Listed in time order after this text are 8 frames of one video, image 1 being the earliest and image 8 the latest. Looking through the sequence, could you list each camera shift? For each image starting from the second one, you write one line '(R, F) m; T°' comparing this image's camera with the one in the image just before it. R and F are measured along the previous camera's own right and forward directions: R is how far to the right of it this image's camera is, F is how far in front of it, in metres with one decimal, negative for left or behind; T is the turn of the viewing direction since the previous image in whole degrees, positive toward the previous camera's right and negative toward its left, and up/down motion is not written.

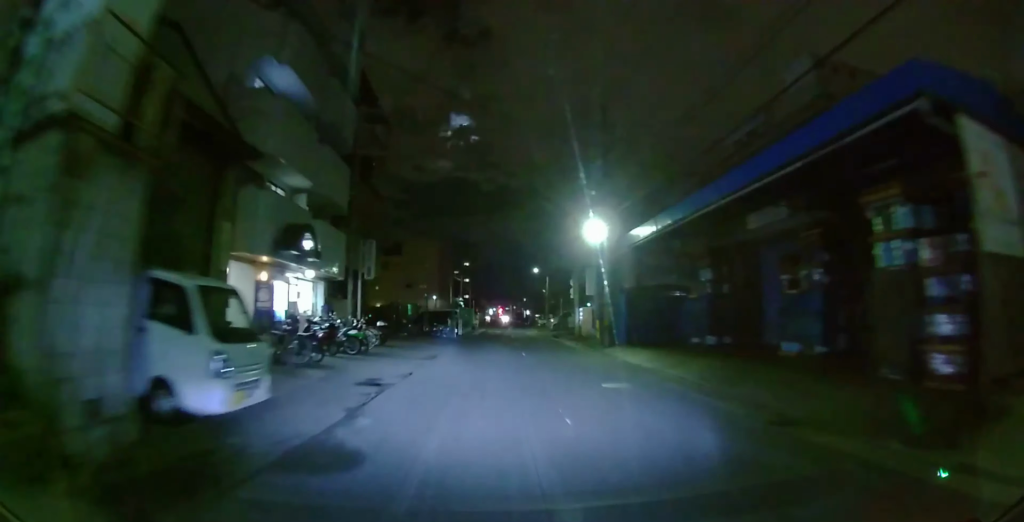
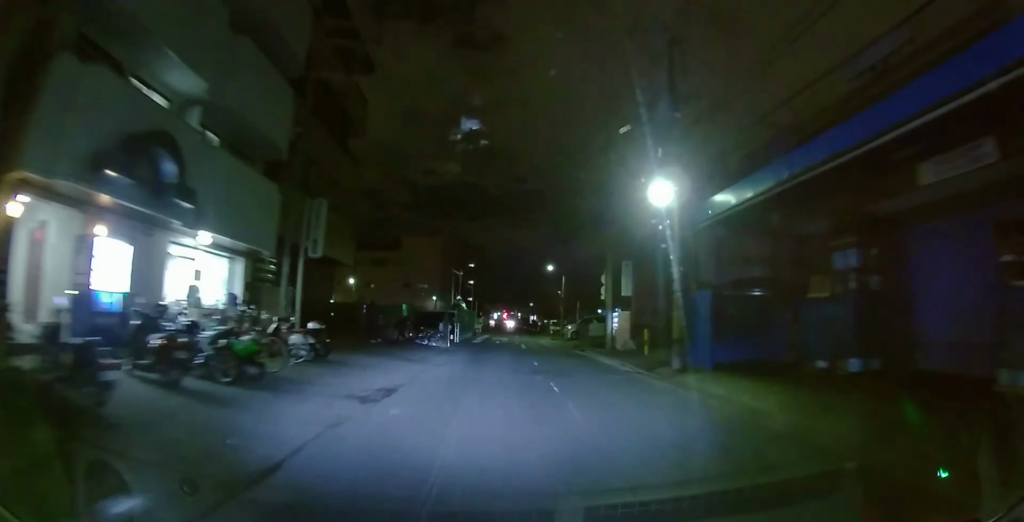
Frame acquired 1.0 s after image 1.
(0.0, +8.3) m; 0°
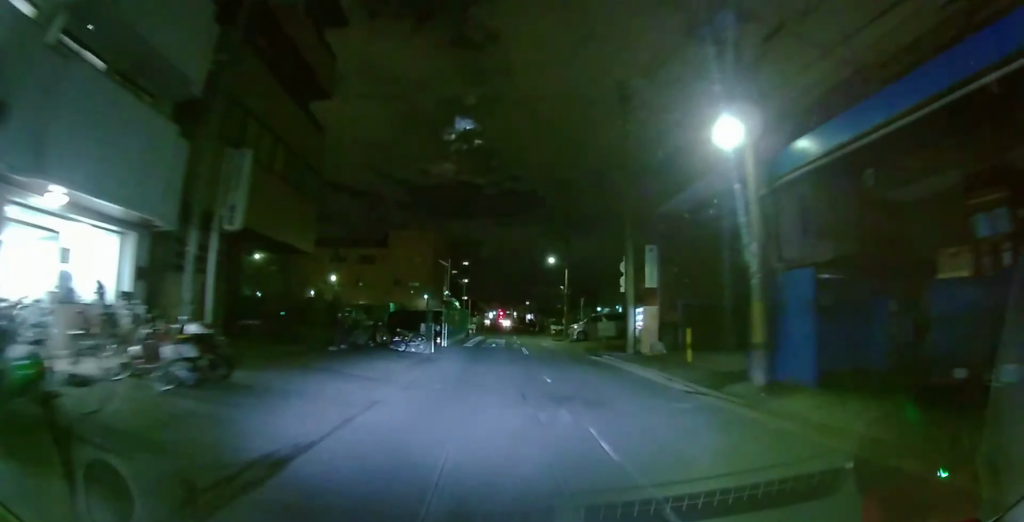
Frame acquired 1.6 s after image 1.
(-0.1, +5.3) m; 0°
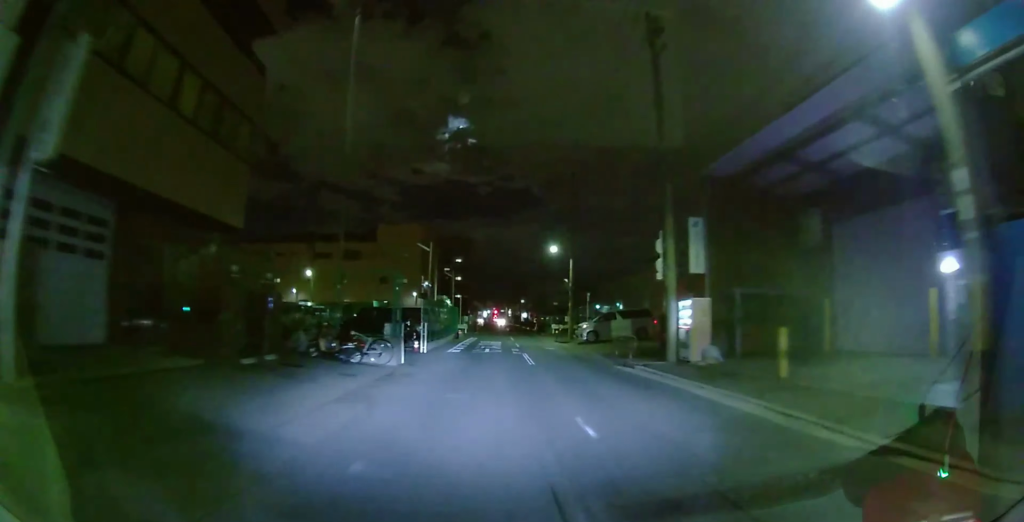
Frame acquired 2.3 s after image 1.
(+0.1, +5.7) m; +1°
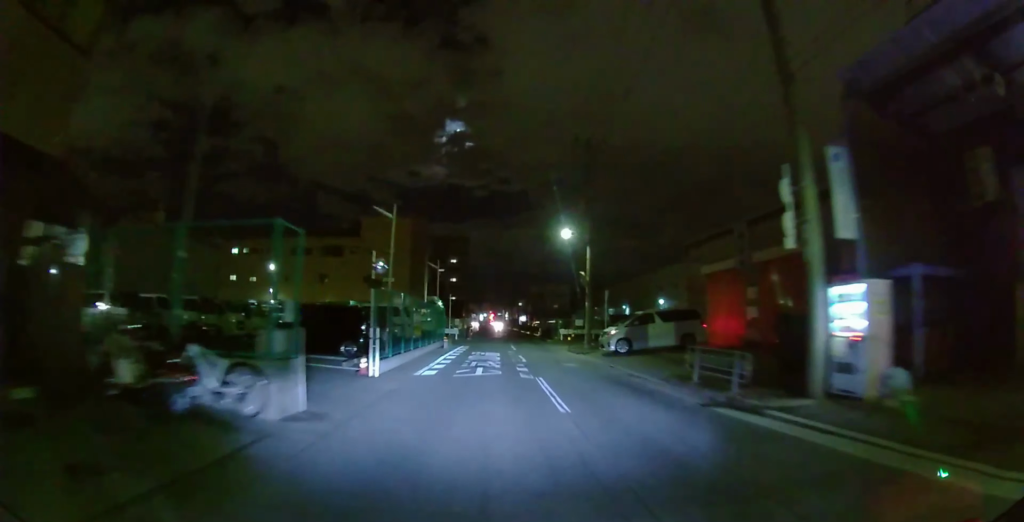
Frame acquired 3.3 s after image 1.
(0.0, +7.7) m; 0°
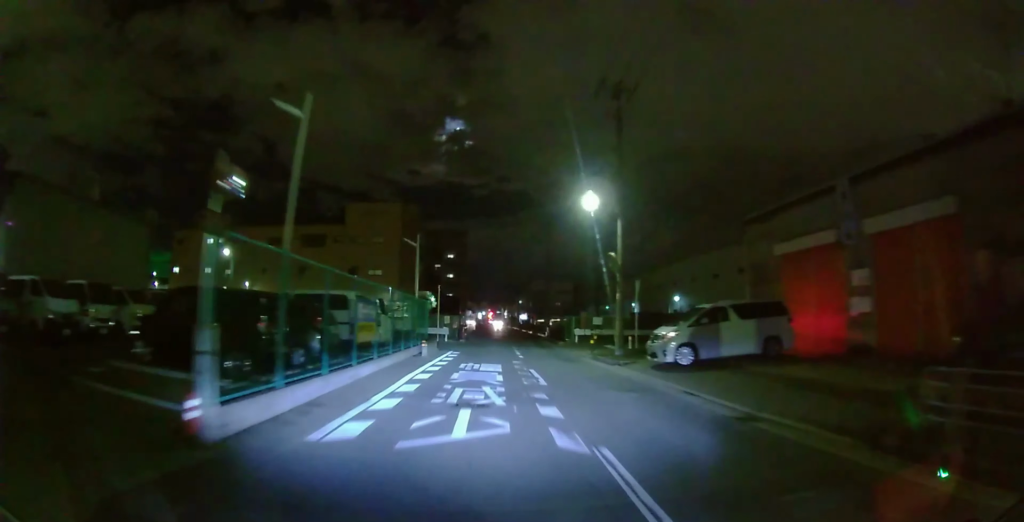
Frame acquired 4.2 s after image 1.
(0.0, +7.6) m; +1°
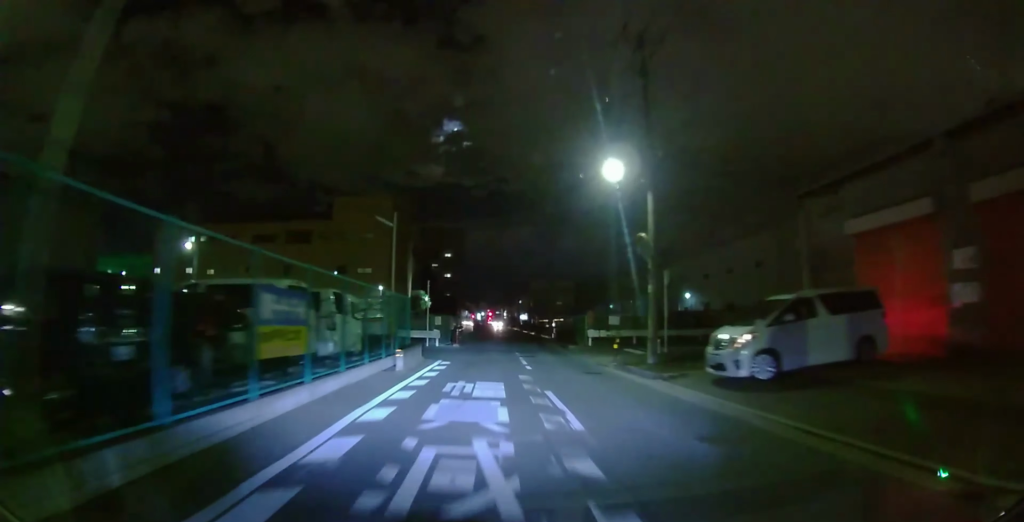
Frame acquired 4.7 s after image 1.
(0.0, +4.6) m; +1°
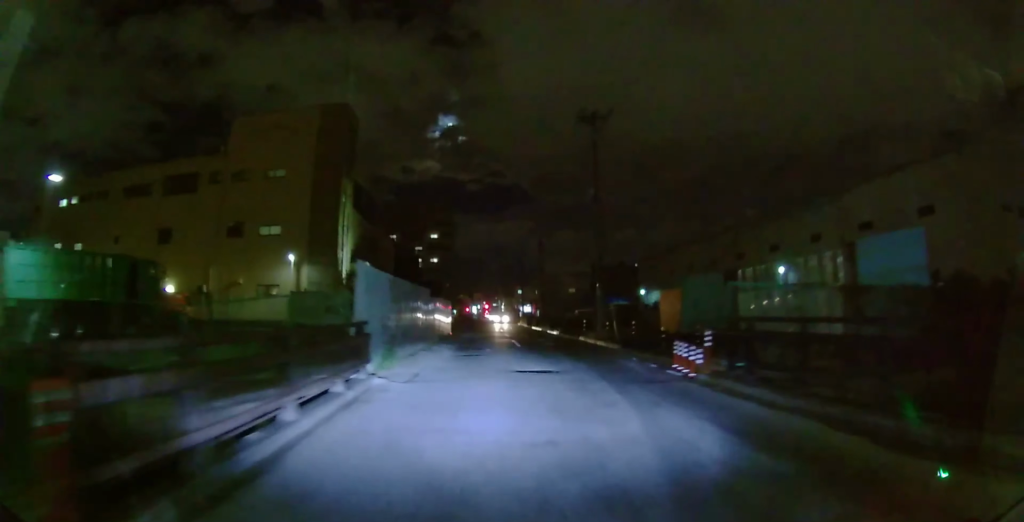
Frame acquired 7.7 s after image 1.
(-0.6, +25.9) m; -3°
